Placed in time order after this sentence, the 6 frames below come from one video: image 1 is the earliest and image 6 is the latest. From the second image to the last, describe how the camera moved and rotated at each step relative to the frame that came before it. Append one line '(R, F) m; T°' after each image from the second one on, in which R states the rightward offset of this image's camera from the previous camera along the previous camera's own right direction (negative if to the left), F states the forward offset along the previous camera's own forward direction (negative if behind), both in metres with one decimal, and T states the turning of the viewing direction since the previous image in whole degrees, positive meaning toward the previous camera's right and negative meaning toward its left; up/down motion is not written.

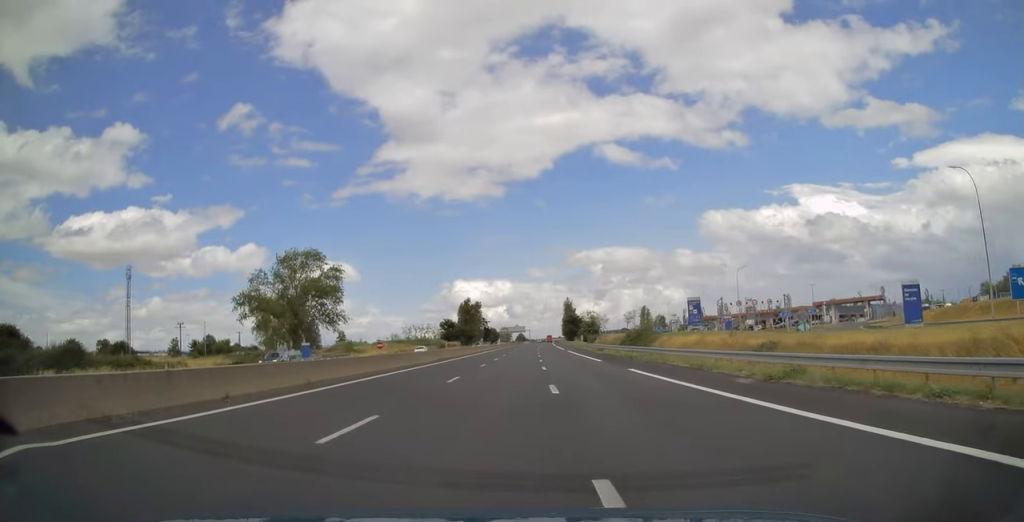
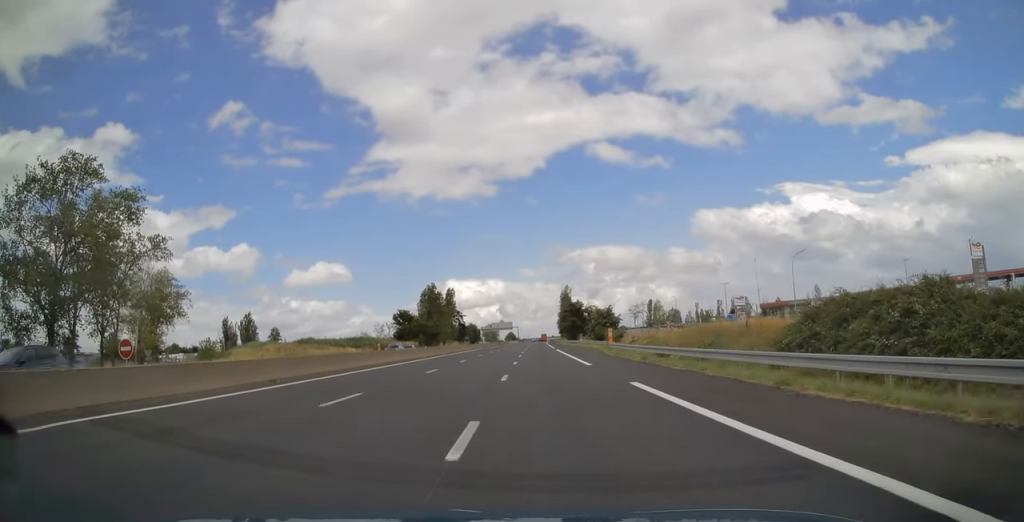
(+0.3, +61.2) m; 0°
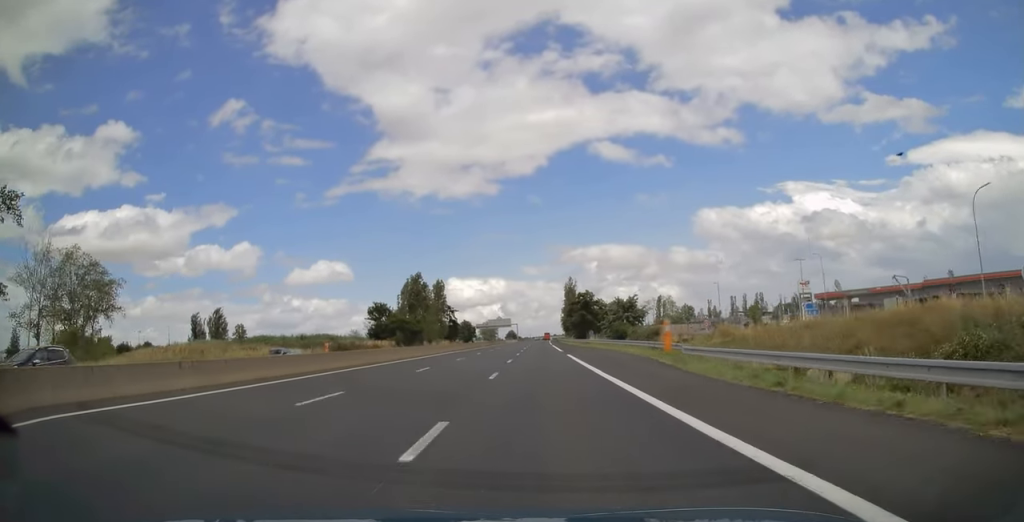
(0.0, +26.1) m; 0°
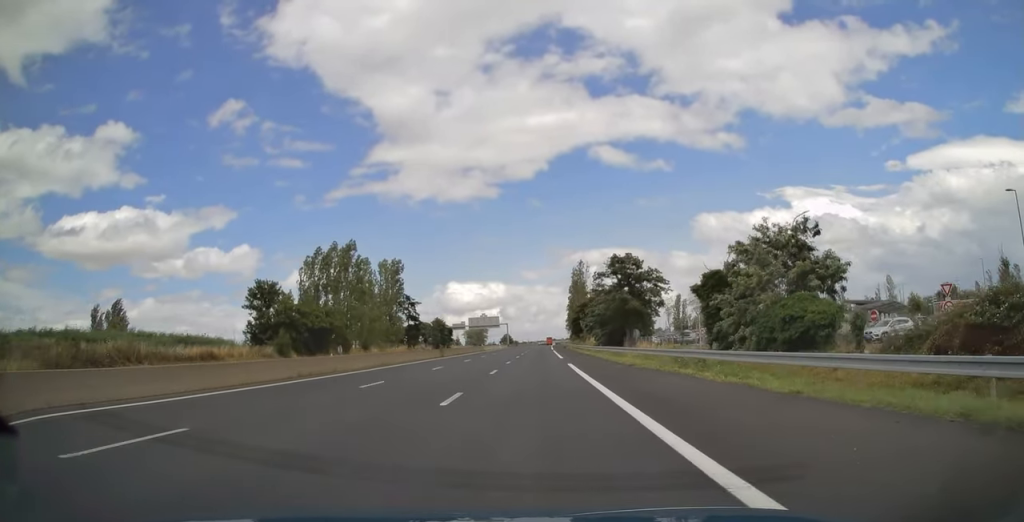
(+0.2, +58.8) m; 0°
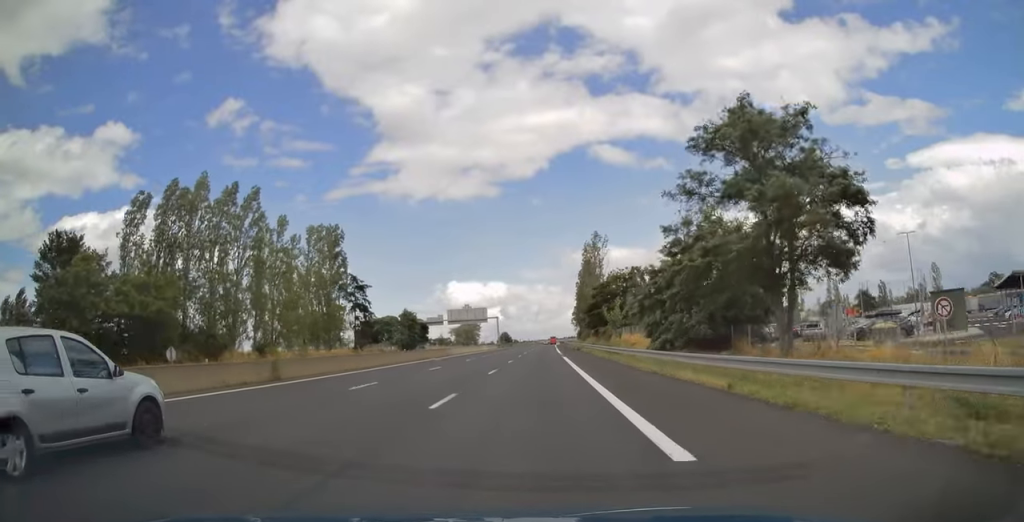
(-0.2, +39.9) m; 0°
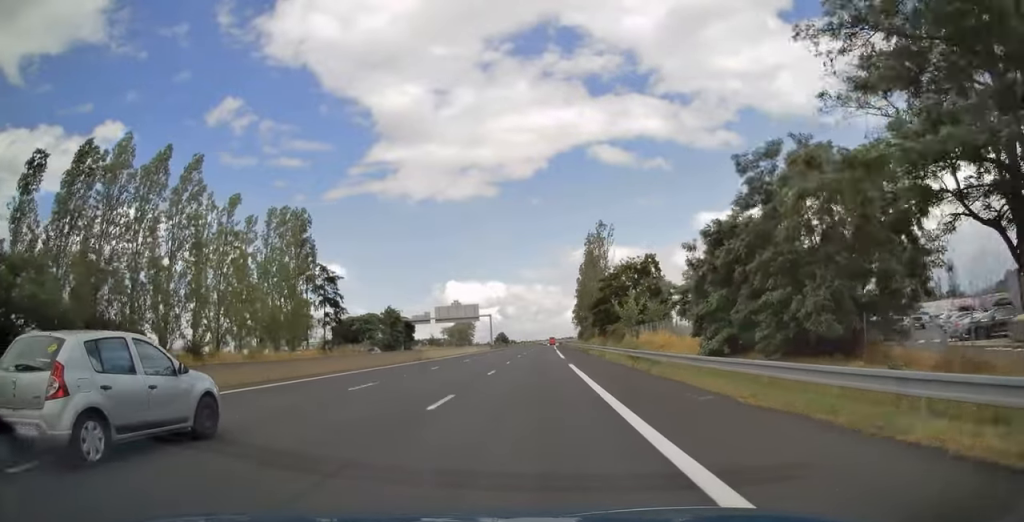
(+0.1, +13.0) m; 0°
